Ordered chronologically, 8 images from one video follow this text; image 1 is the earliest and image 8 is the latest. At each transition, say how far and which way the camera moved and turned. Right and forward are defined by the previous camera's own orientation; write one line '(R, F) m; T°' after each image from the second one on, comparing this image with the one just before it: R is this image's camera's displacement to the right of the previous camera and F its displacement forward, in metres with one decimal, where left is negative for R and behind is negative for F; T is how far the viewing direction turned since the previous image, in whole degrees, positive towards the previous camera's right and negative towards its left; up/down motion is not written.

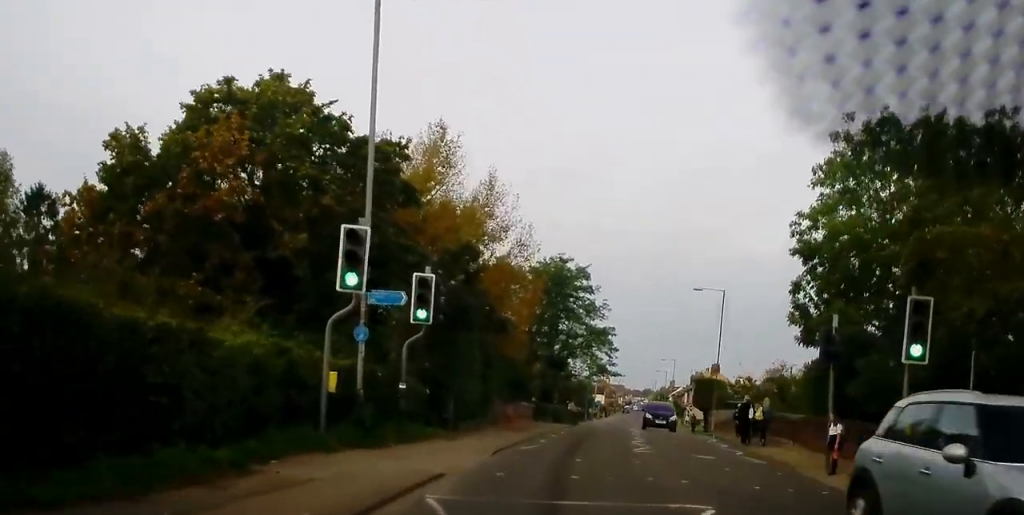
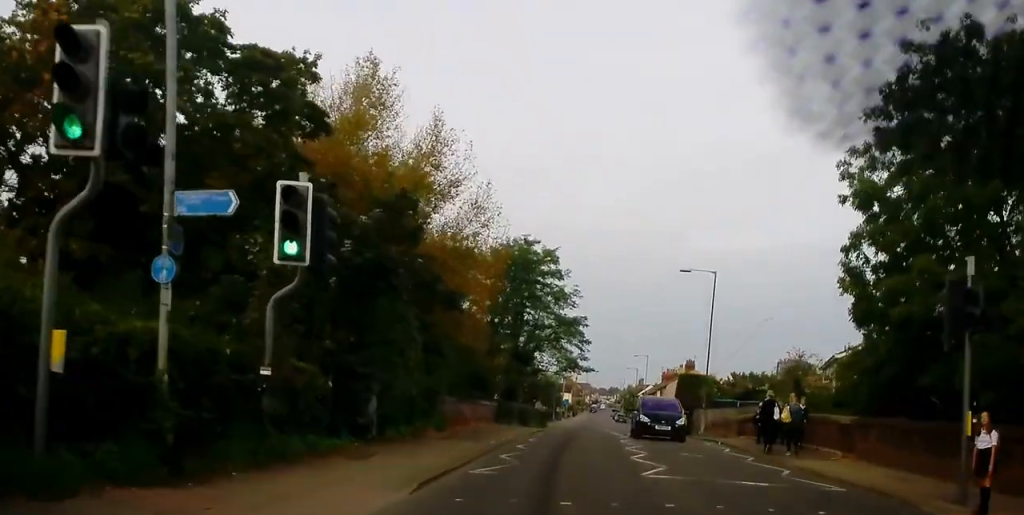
(+0.5, +7.4) m; +2°
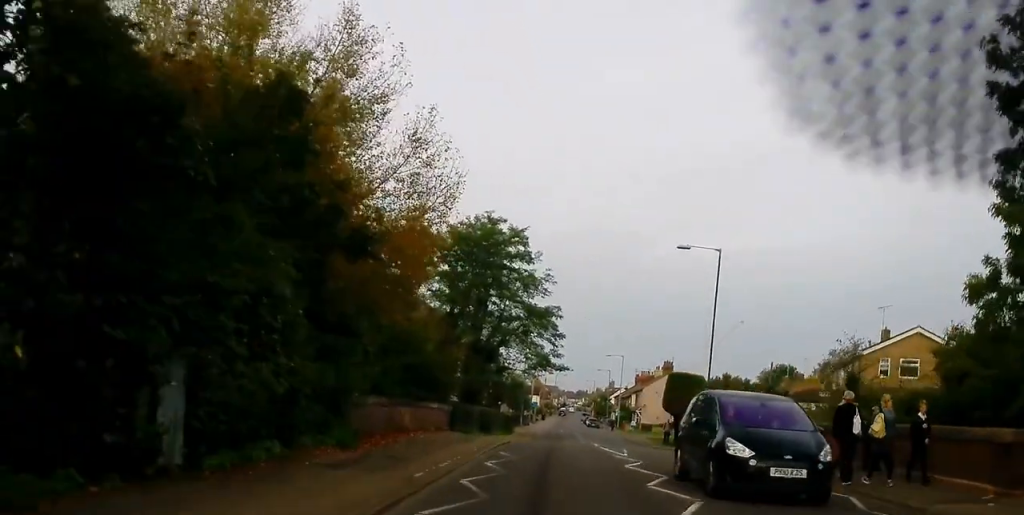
(-0.5, +8.7) m; 0°
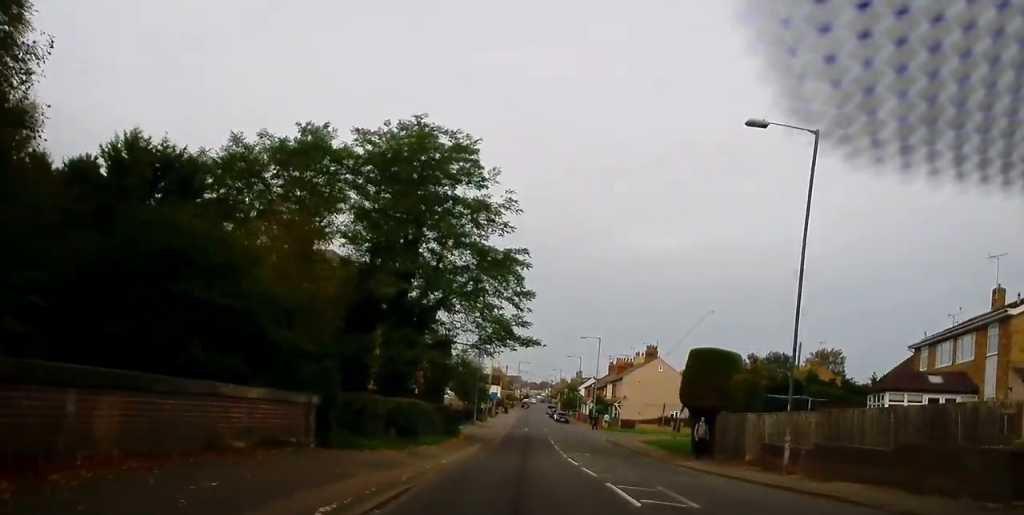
(+1.6, +17.4) m; +6°
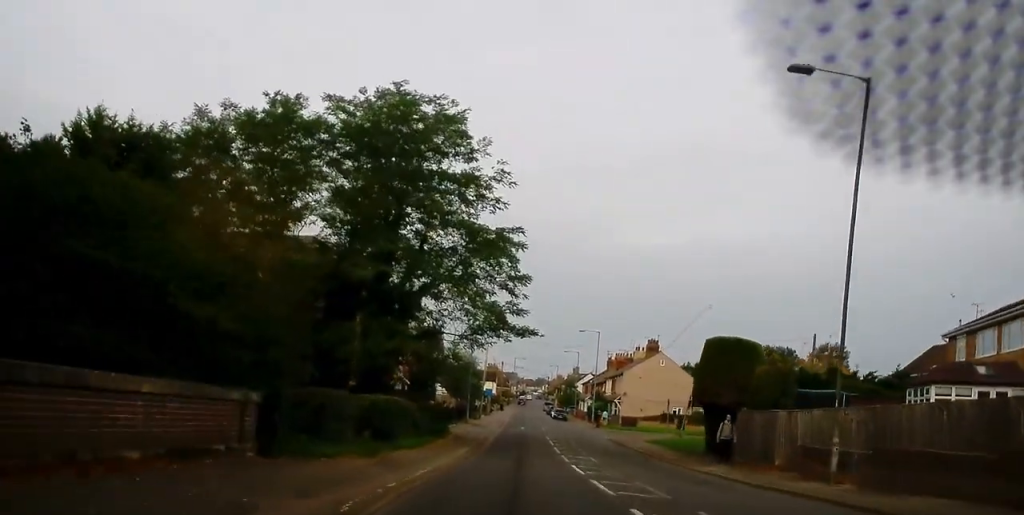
(+0.1, +4.0) m; 0°
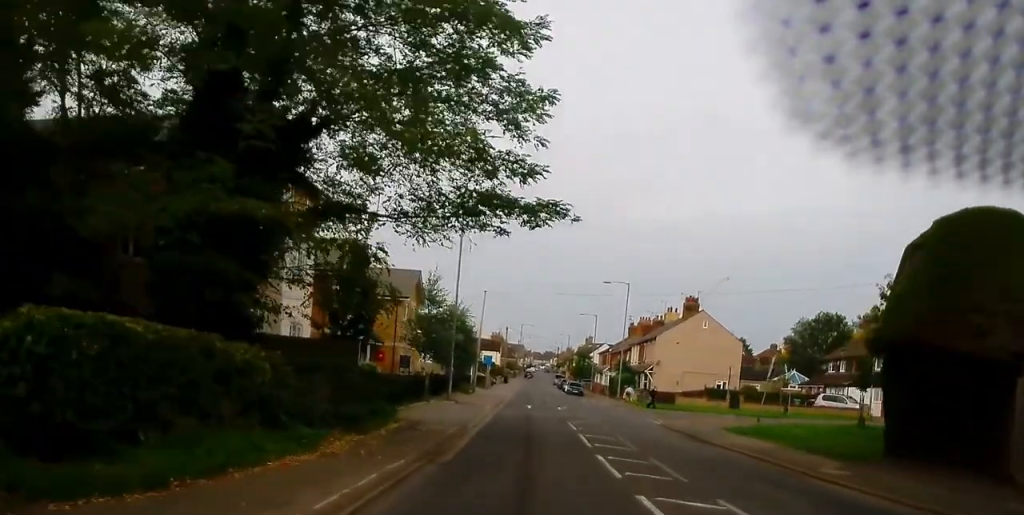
(-1.0, +17.9) m; -3°
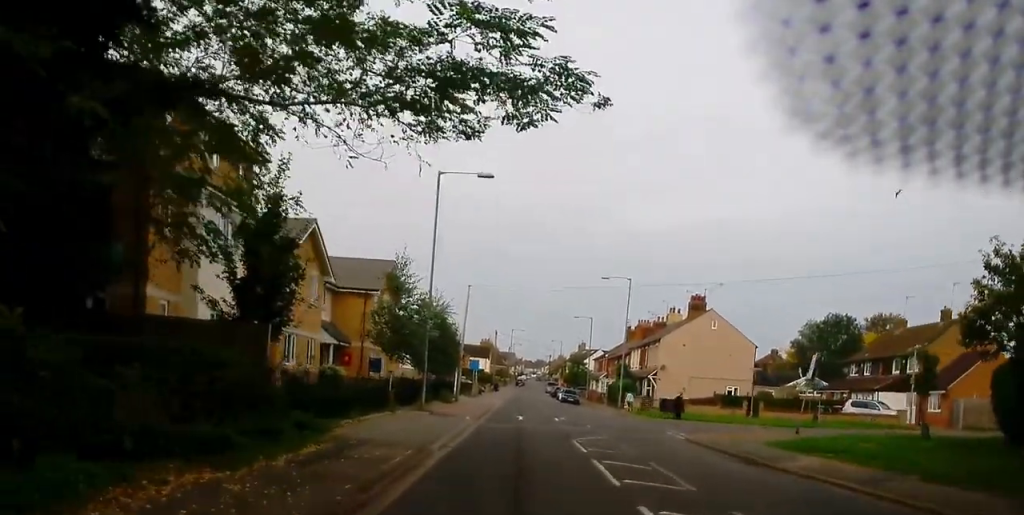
(0.0, +7.0) m; +2°
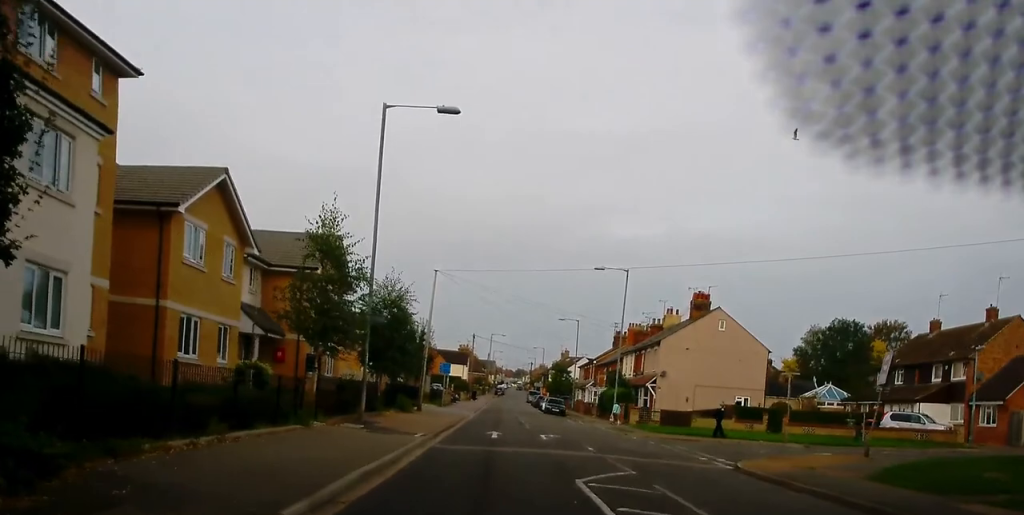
(+0.4, +8.5) m; +4°
